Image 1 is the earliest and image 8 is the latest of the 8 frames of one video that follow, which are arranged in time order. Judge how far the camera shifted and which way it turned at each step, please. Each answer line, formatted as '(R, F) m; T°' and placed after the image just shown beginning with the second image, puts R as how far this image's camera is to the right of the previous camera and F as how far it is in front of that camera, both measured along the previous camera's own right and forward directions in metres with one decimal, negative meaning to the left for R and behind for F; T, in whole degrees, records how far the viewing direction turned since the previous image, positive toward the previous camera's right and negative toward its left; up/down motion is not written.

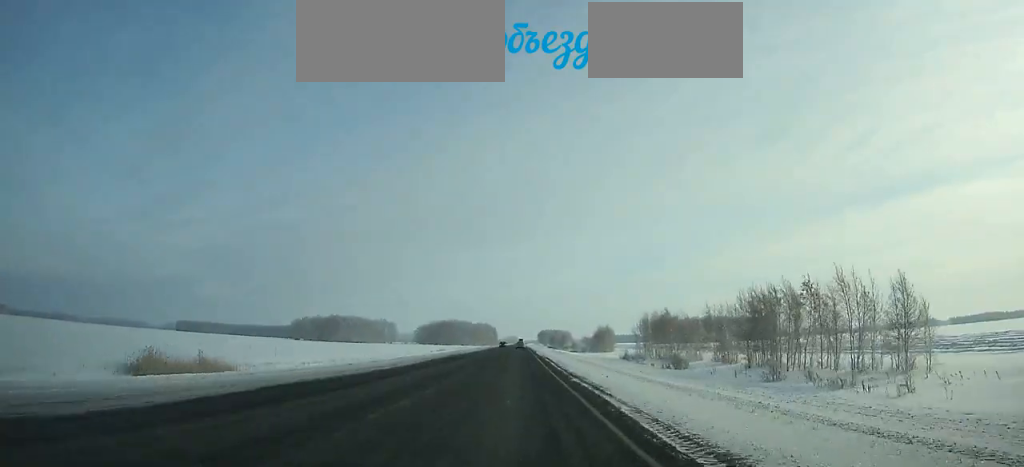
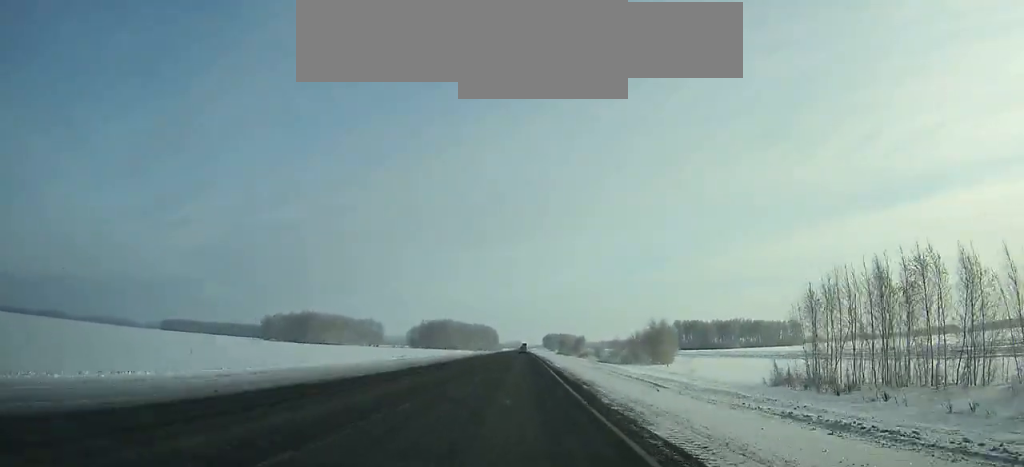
(+0.4, +65.5) m; 0°
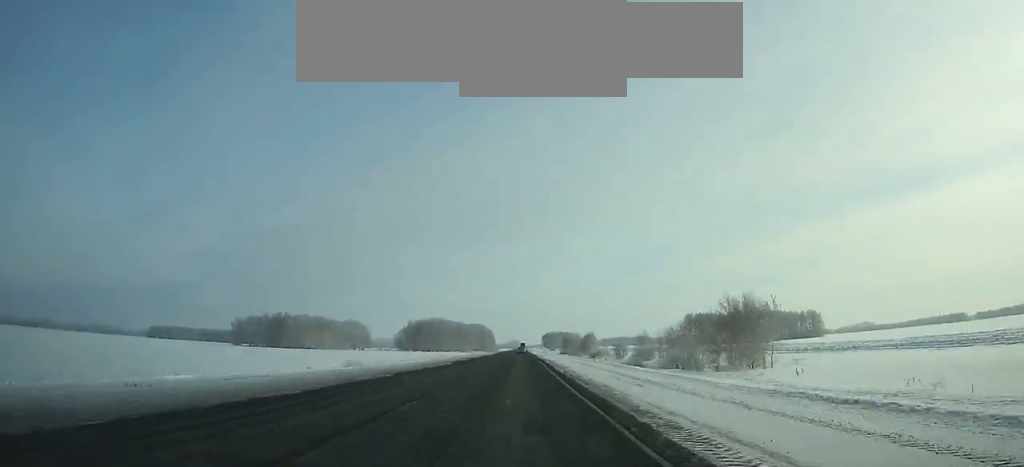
(0.0, +40.8) m; 0°
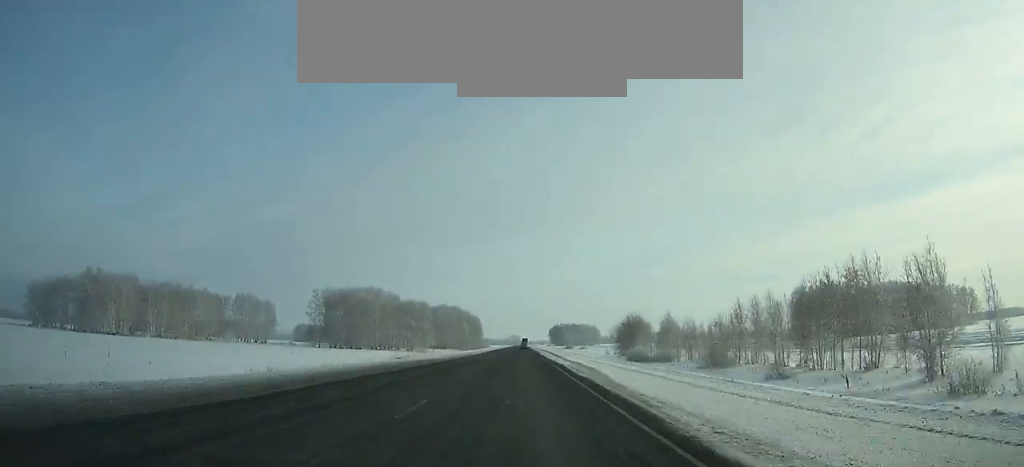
(+0.2, +176.7) m; 0°
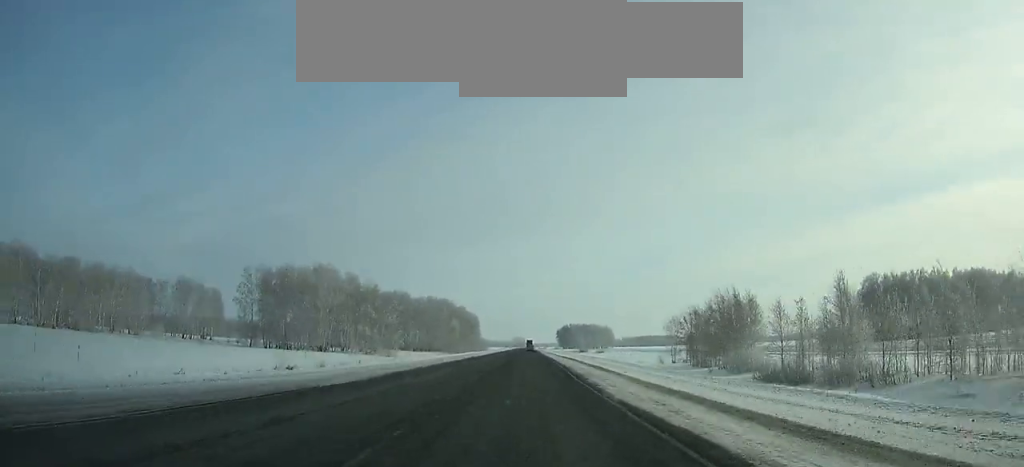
(0.0, +55.0) m; 0°
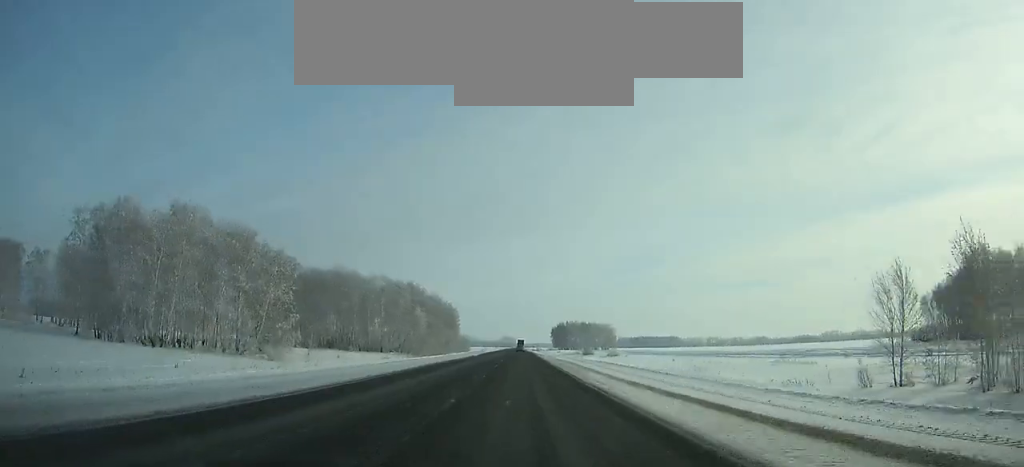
(0.0, +59.8) m; 0°
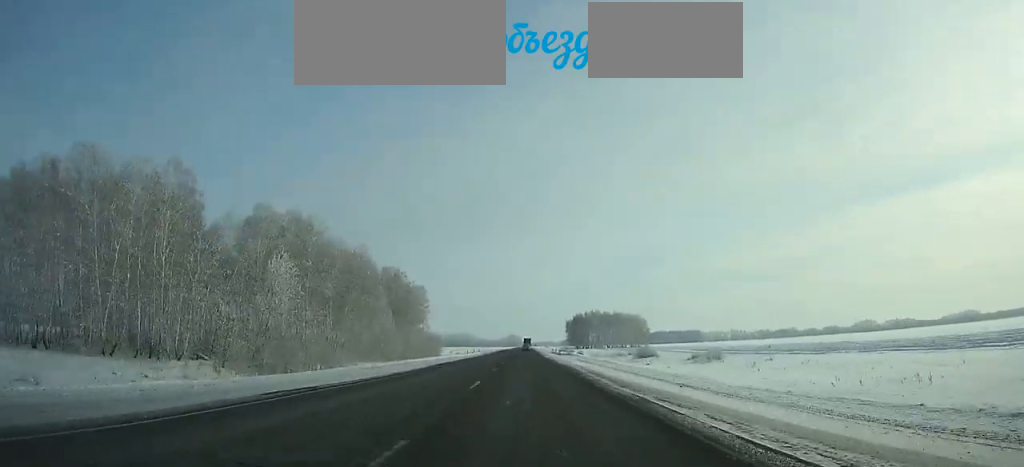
(0.0, +97.7) m; 0°
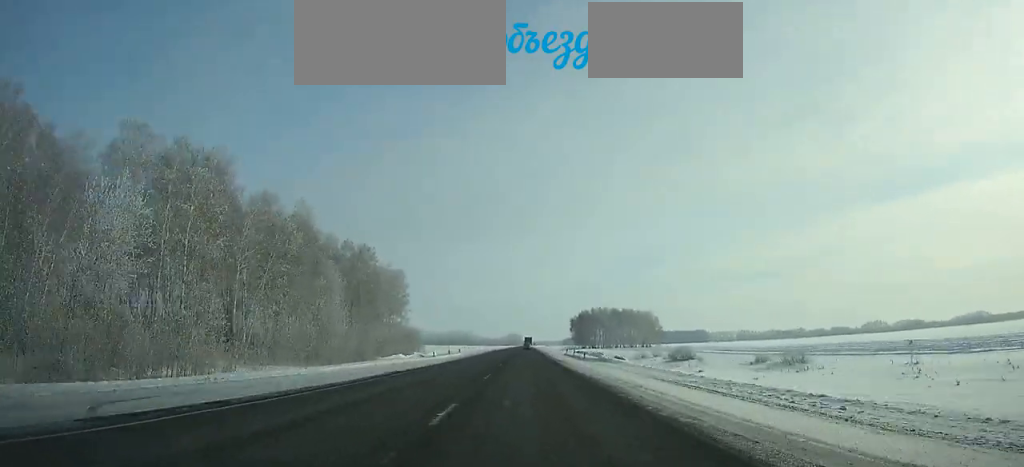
(0.0, +30.6) m; 0°
